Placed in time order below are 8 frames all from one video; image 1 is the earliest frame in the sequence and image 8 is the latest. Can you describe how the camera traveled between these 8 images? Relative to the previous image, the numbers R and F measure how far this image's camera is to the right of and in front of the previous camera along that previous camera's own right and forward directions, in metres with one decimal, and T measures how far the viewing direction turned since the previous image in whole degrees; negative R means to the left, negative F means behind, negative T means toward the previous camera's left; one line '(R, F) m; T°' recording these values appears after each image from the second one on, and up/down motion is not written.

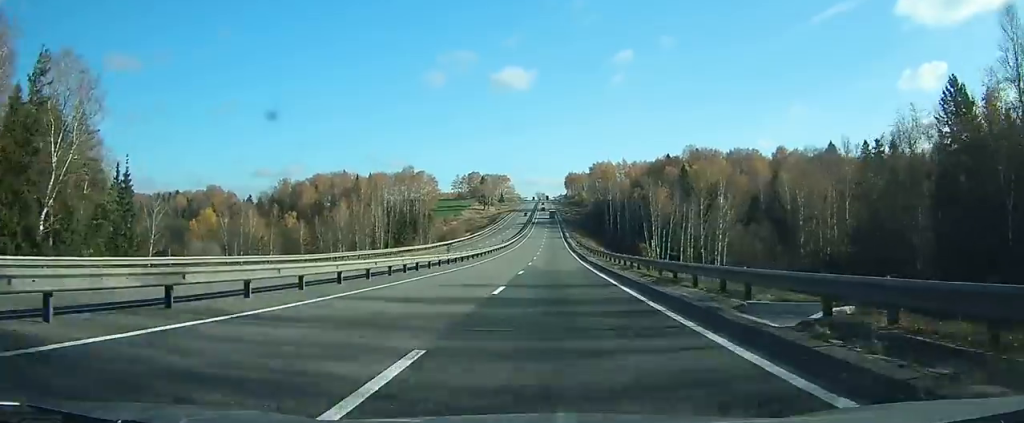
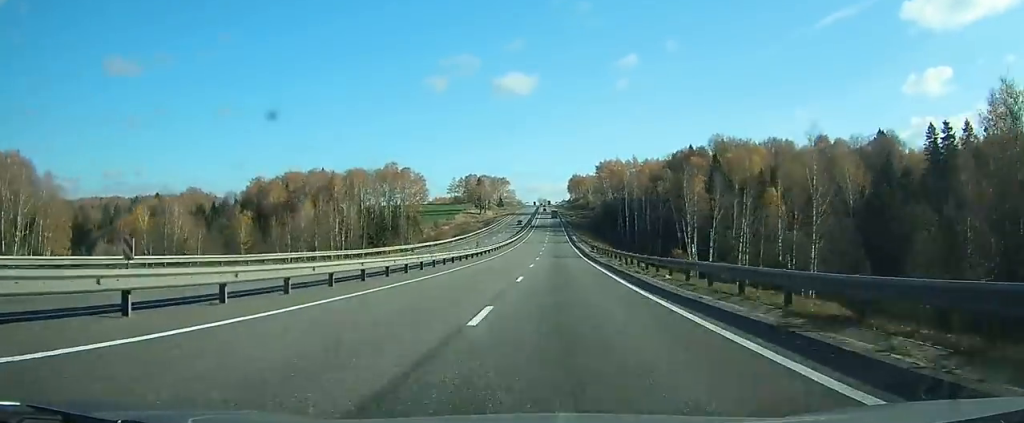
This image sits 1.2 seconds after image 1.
(0.0, +30.5) m; 0°
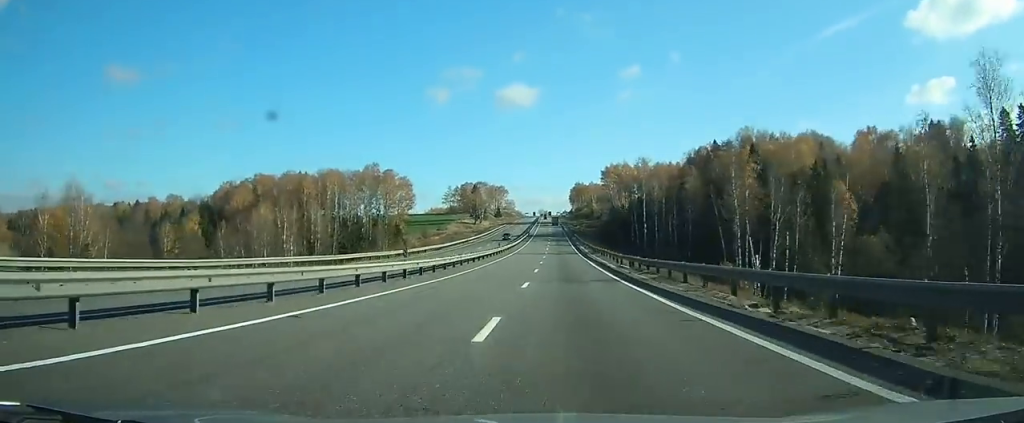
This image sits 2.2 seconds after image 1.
(0.0, +25.0) m; 0°
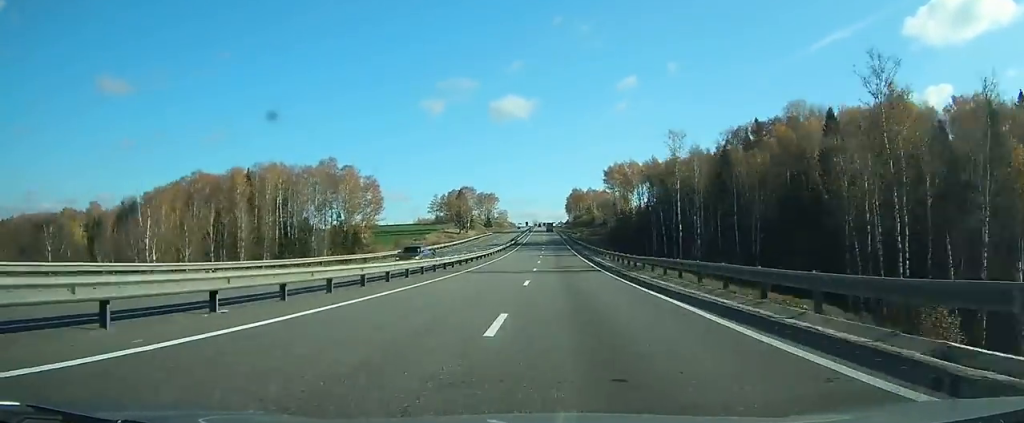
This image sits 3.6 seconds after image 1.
(+0.1, +34.3) m; 0°
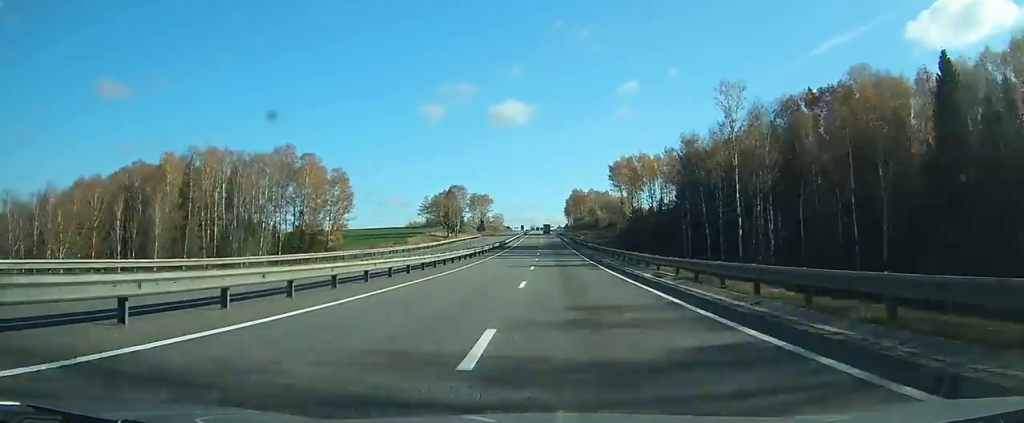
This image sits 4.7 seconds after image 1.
(0.0, +27.2) m; 0°
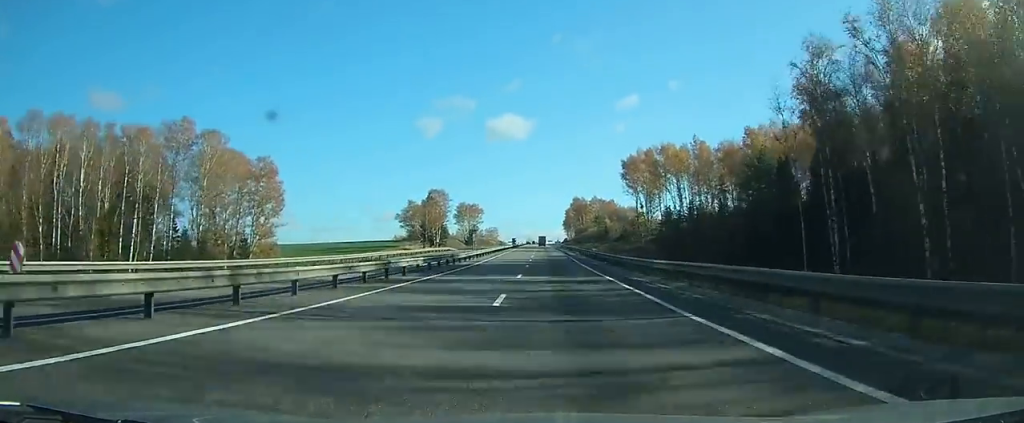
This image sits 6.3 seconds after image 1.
(0.0, +42.3) m; 0°
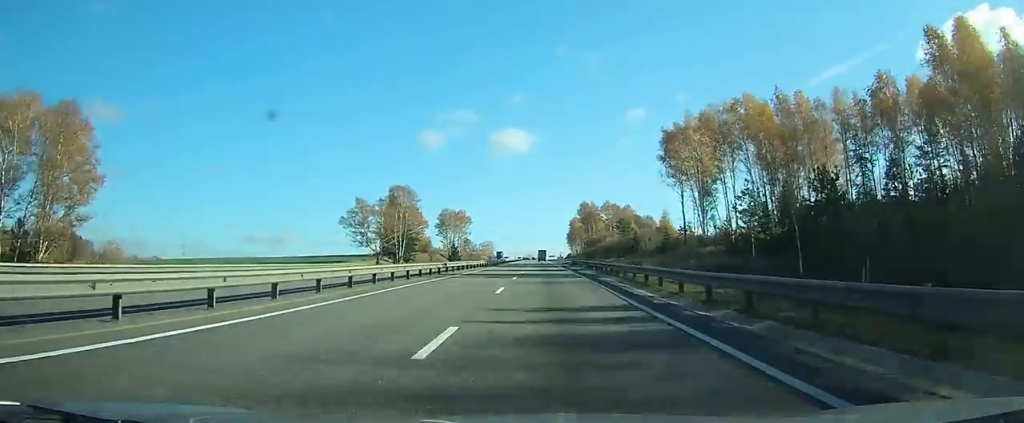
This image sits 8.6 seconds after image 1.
(0.0, +54.4) m; 0°
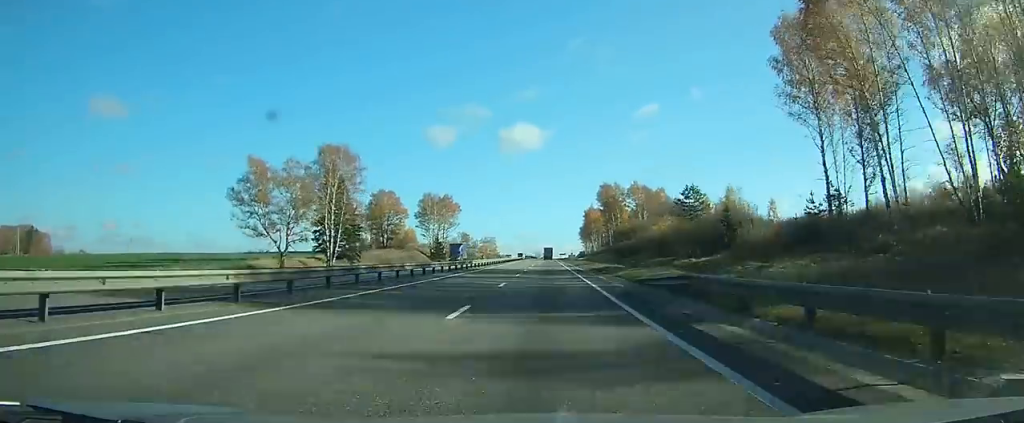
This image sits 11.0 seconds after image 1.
(-0.5, +52.2) m; -1°
